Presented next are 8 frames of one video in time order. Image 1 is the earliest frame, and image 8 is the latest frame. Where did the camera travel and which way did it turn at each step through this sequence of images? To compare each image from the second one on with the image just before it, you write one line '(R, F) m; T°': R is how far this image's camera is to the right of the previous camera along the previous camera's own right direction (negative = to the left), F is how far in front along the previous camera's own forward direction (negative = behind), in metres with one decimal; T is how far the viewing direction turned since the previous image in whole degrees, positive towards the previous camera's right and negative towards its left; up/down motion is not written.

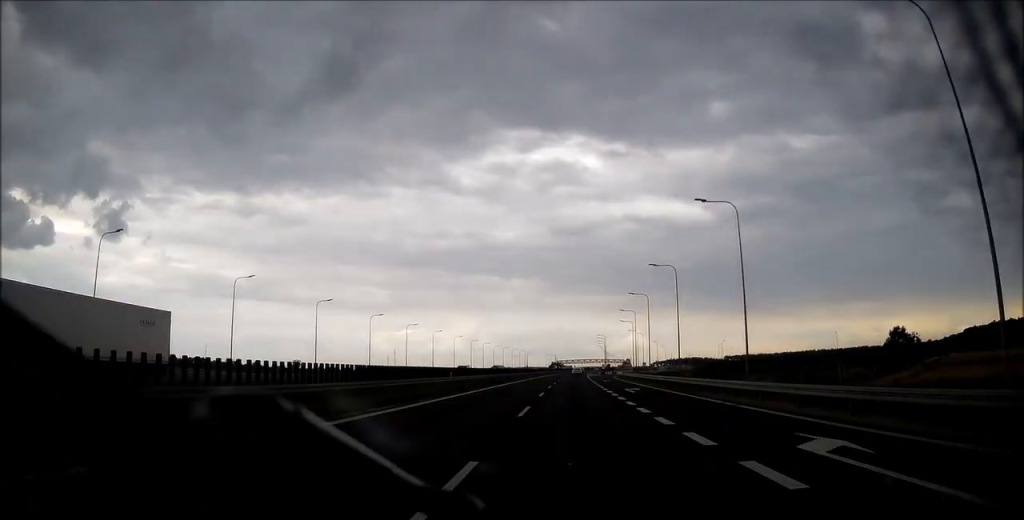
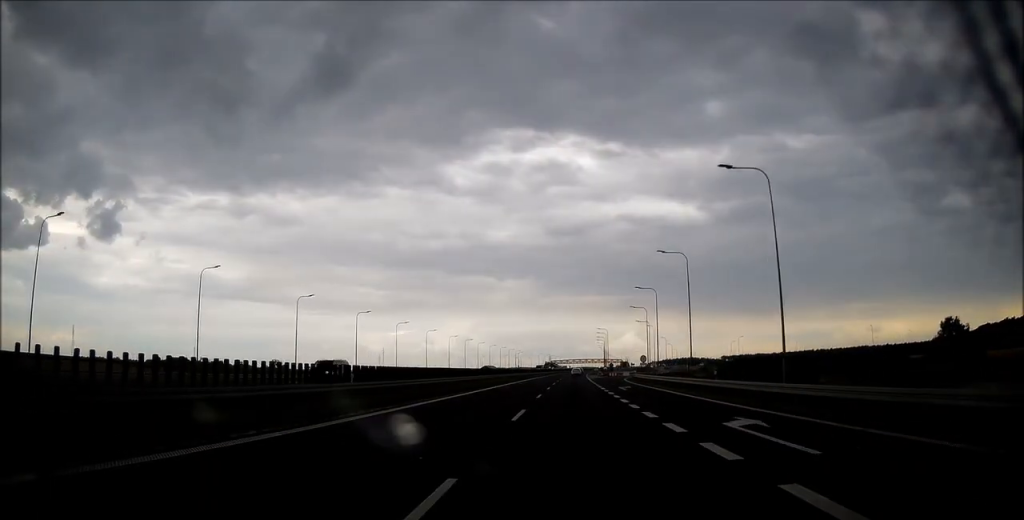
(+0.1, +25.3) m; 0°
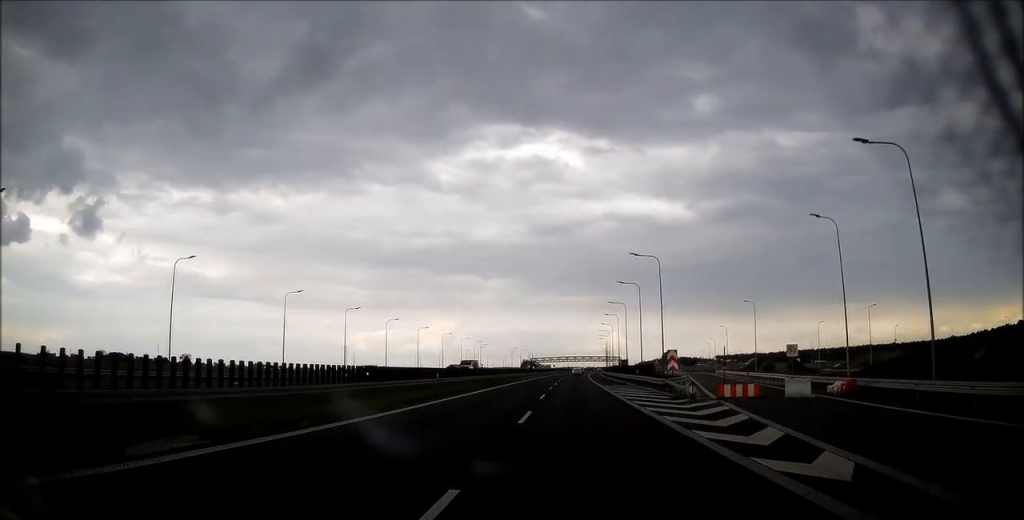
(+1.0, +83.2) m; +2°
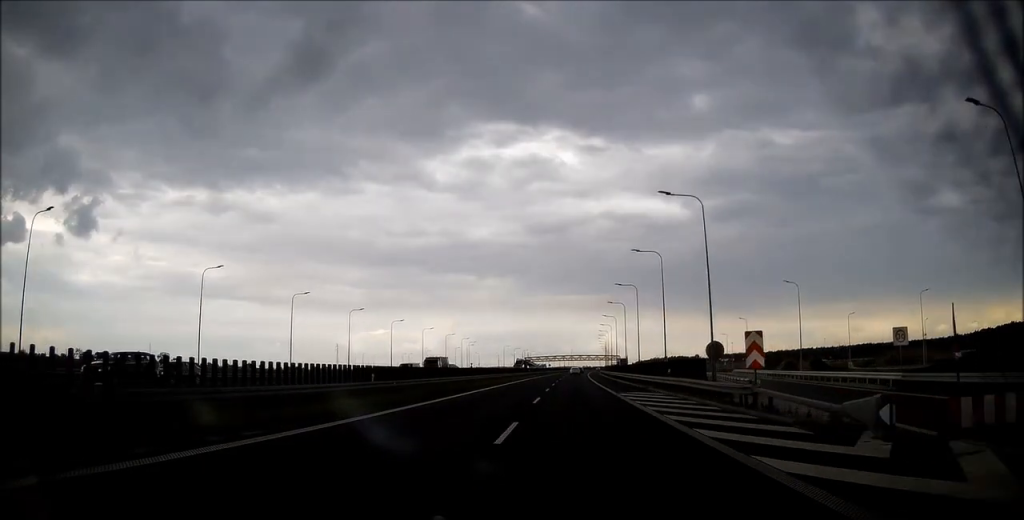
(0.0, +16.3) m; 0°
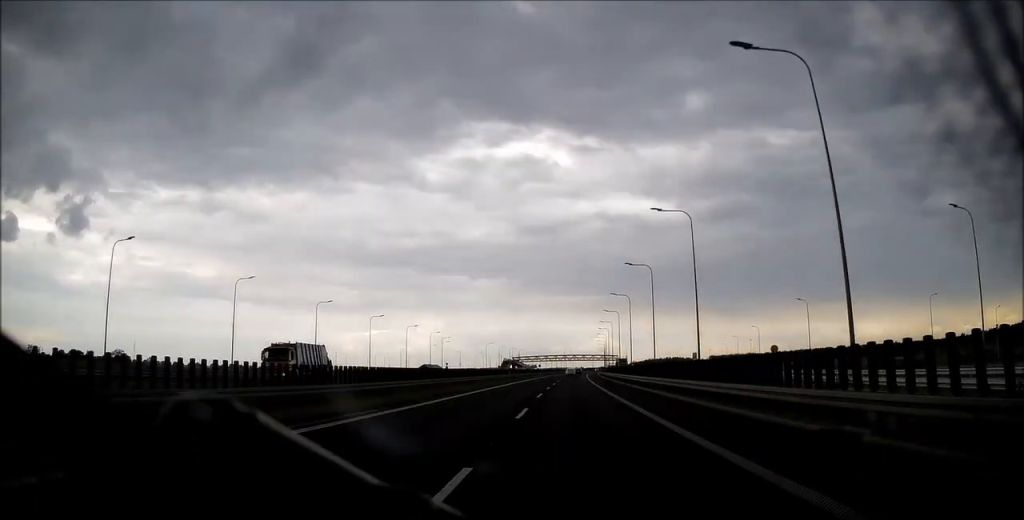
(+0.1, +30.3) m; +1°
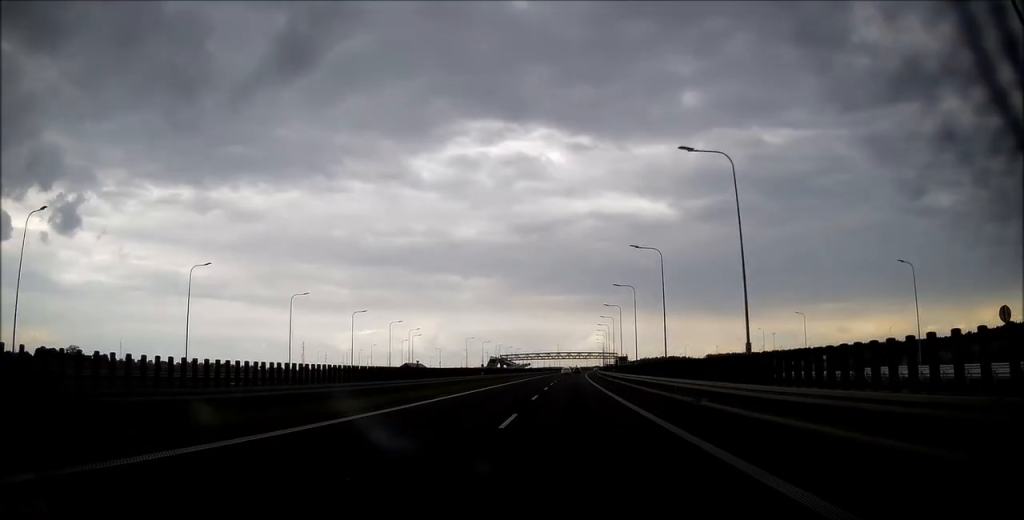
(+0.2, +27.0) m; +1°
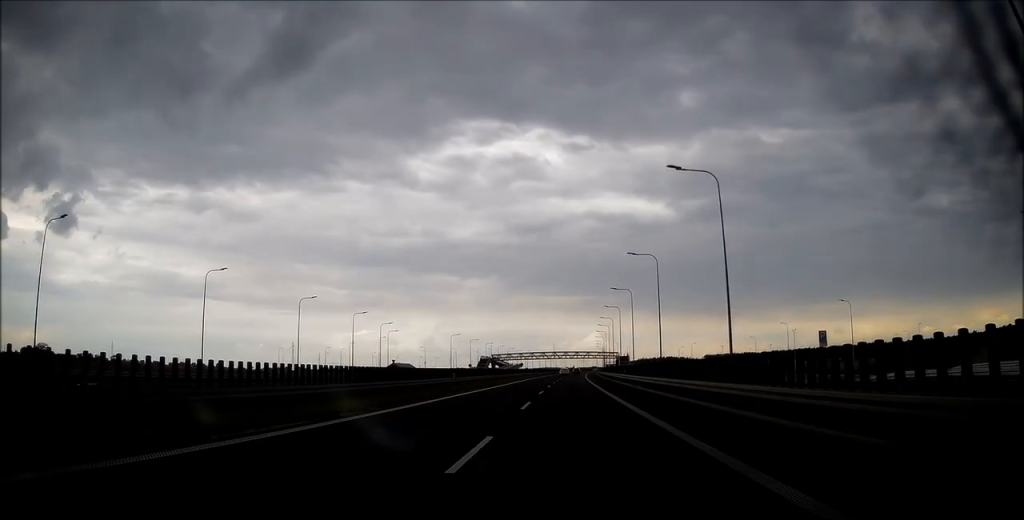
(+0.1, +17.6) m; 0°
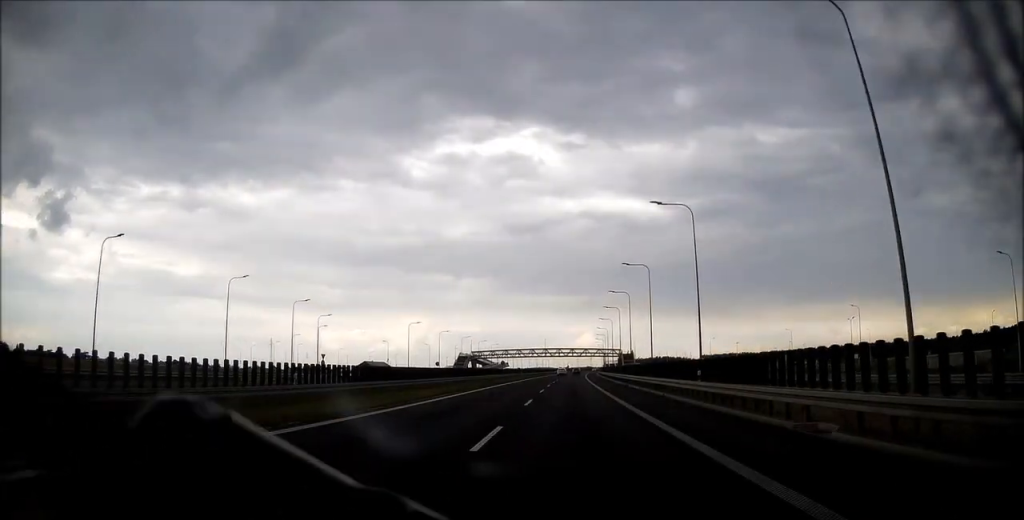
(+0.1, +34.1) m; +1°
